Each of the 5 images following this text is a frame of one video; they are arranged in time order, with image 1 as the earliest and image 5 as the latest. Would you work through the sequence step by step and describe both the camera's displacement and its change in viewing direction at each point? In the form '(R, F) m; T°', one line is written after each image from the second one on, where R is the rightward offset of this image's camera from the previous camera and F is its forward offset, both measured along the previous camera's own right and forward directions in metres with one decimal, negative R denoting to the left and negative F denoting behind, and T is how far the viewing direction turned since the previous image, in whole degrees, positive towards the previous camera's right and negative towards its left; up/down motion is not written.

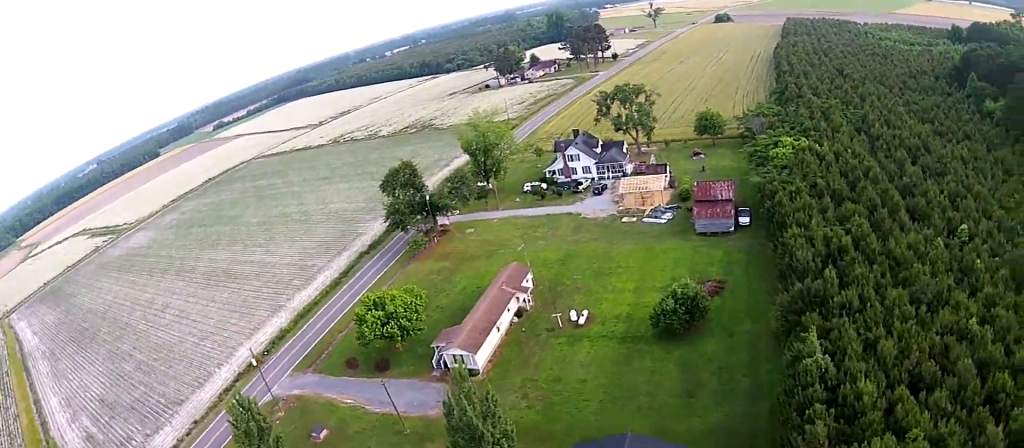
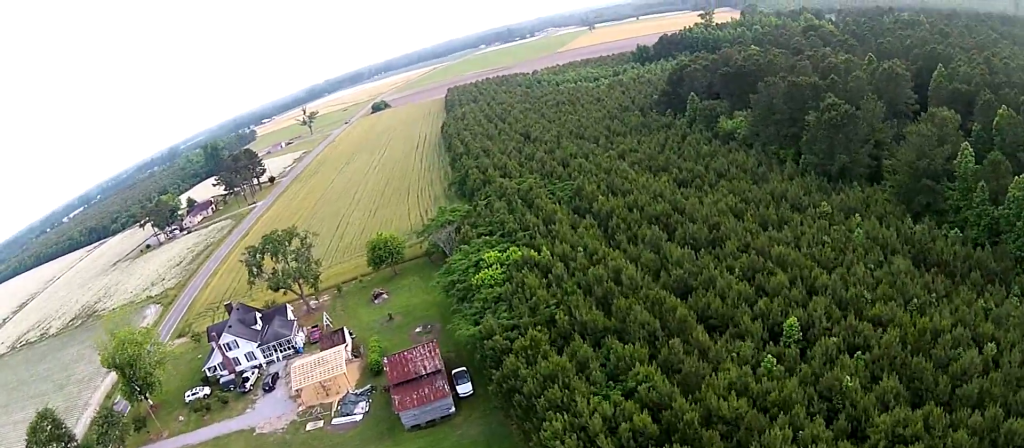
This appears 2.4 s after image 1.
(+8.4, +30.1) m; +30°
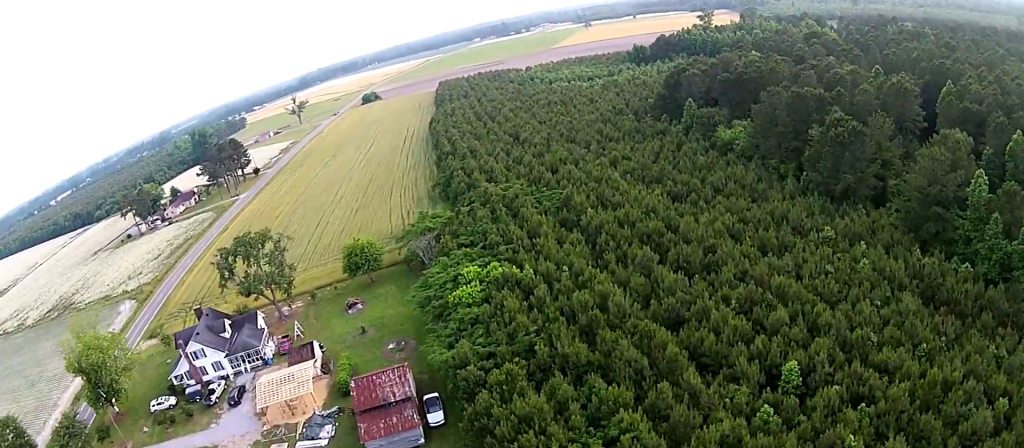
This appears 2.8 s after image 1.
(+0.3, +6.1) m; +6°
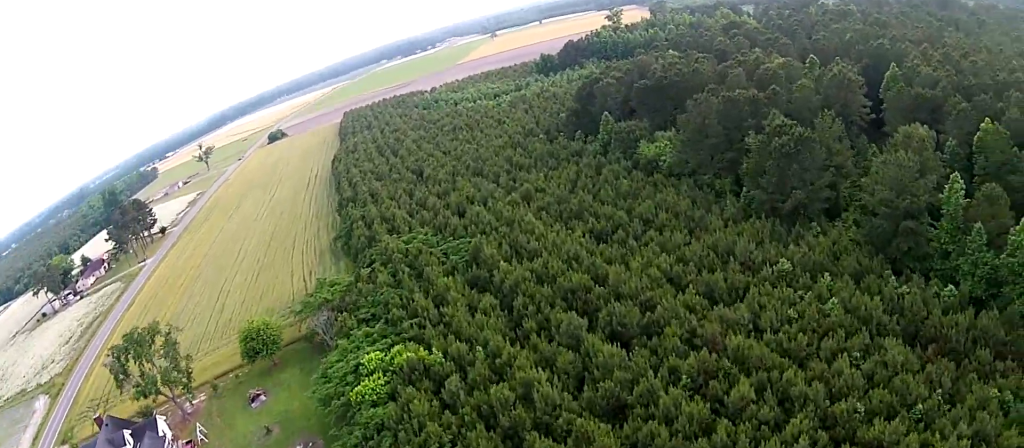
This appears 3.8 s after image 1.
(+1.7, +13.8) m; +16°
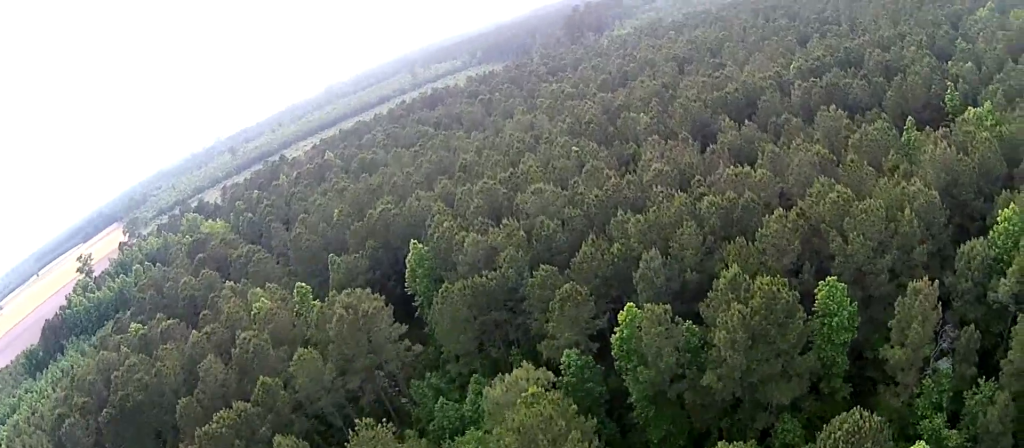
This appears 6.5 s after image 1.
(+17.0, +39.2) m; +46°
